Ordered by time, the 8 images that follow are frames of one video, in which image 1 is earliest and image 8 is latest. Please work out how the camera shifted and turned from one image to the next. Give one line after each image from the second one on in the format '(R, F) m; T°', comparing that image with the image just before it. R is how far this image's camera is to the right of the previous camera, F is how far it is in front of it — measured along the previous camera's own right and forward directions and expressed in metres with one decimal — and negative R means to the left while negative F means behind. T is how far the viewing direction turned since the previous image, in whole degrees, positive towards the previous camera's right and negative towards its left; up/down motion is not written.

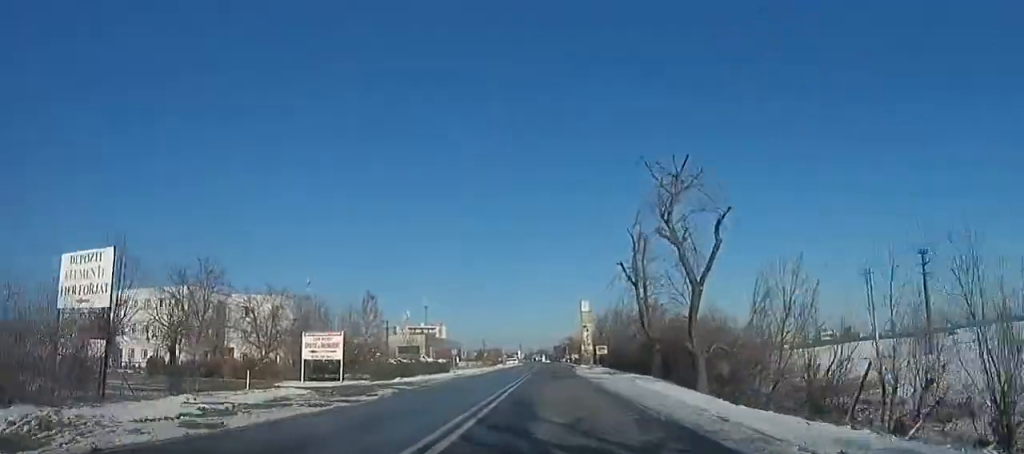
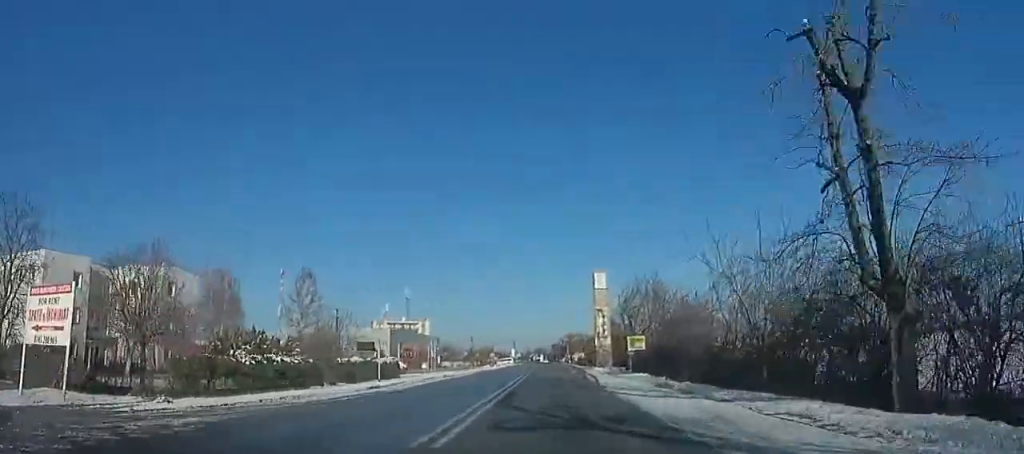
(+0.3, +23.6) m; 0°
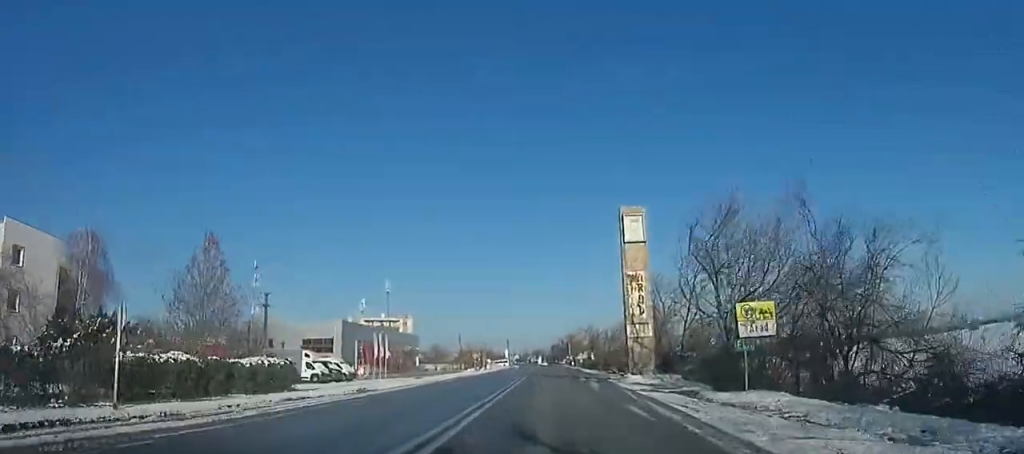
(+0.1, +20.3) m; 0°
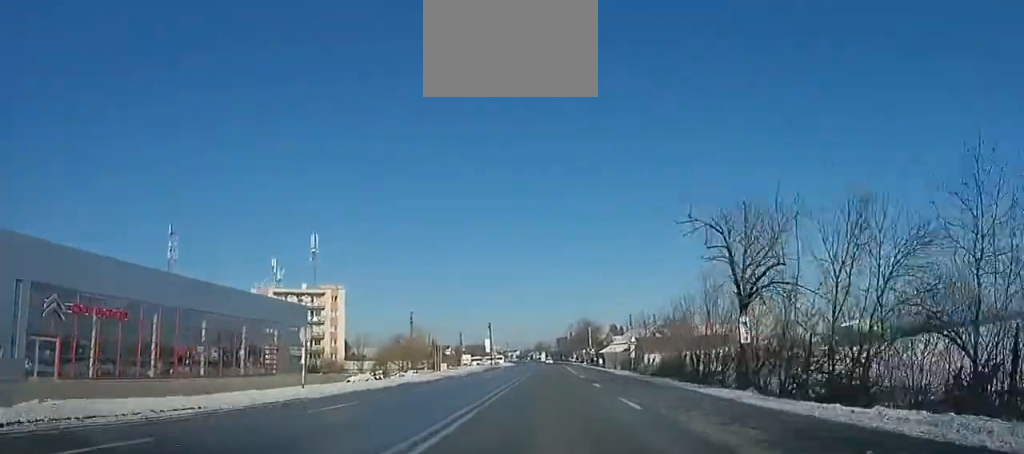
(-0.5, +52.9) m; +1°
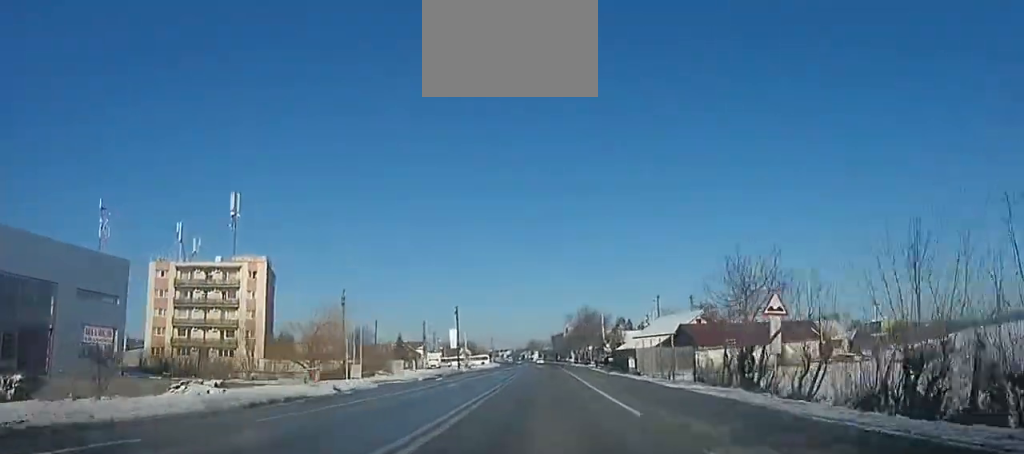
(+0.4, +26.7) m; +1°
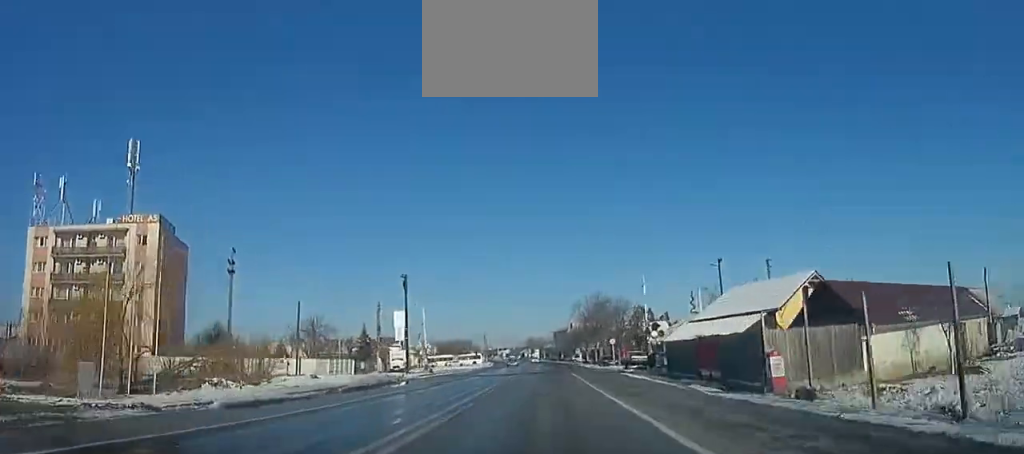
(+0.3, +22.9) m; -1°
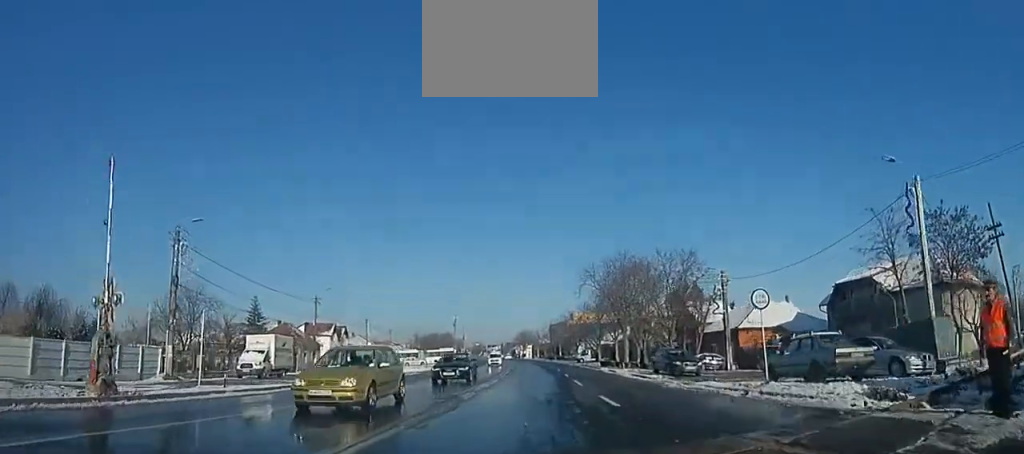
(0.0, +36.5) m; -1°
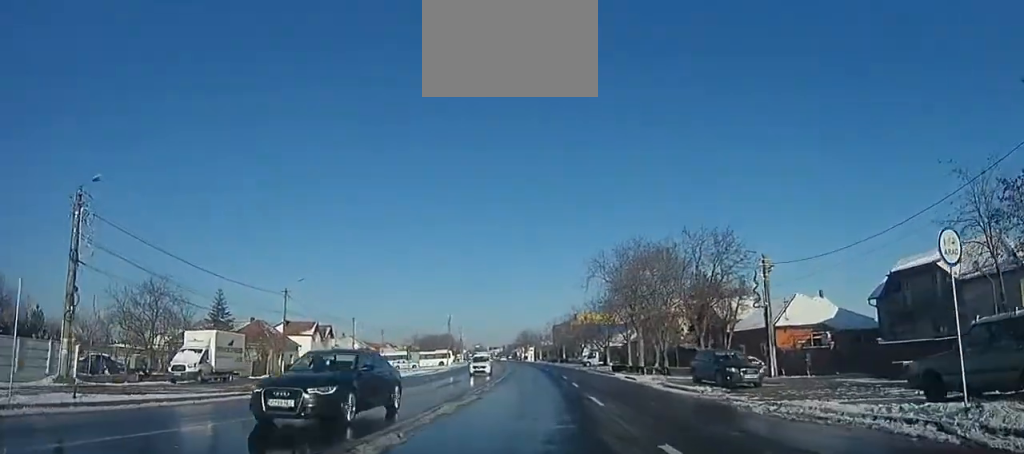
(-0.3, +11.4) m; -1°
